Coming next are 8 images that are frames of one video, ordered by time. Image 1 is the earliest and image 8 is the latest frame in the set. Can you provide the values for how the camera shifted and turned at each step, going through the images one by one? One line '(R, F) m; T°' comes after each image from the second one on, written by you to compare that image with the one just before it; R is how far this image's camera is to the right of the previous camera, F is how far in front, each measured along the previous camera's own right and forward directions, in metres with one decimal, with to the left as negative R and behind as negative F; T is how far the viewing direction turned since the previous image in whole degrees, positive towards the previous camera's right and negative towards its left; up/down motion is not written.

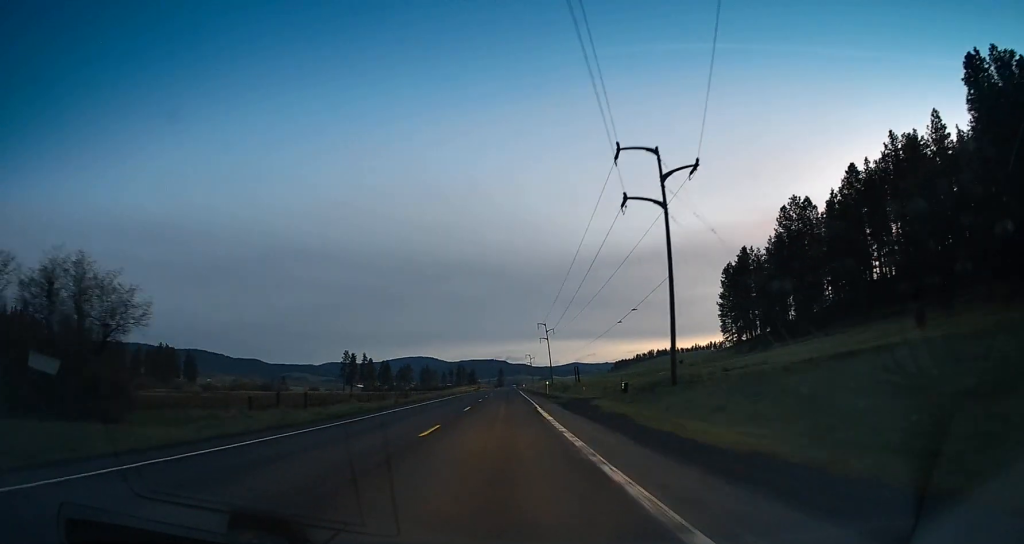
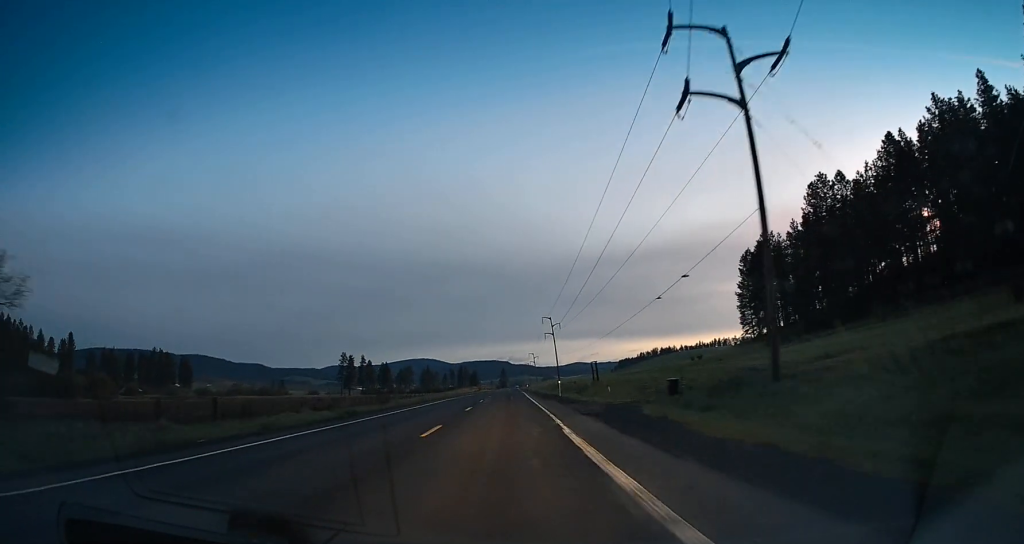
(-0.3, +15.1) m; -1°
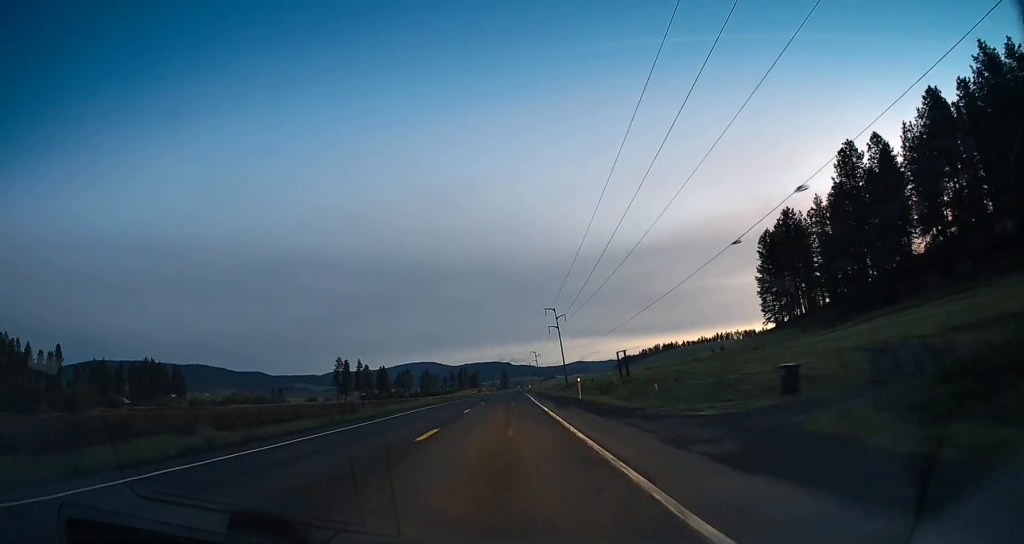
(+0.1, +16.0) m; -1°
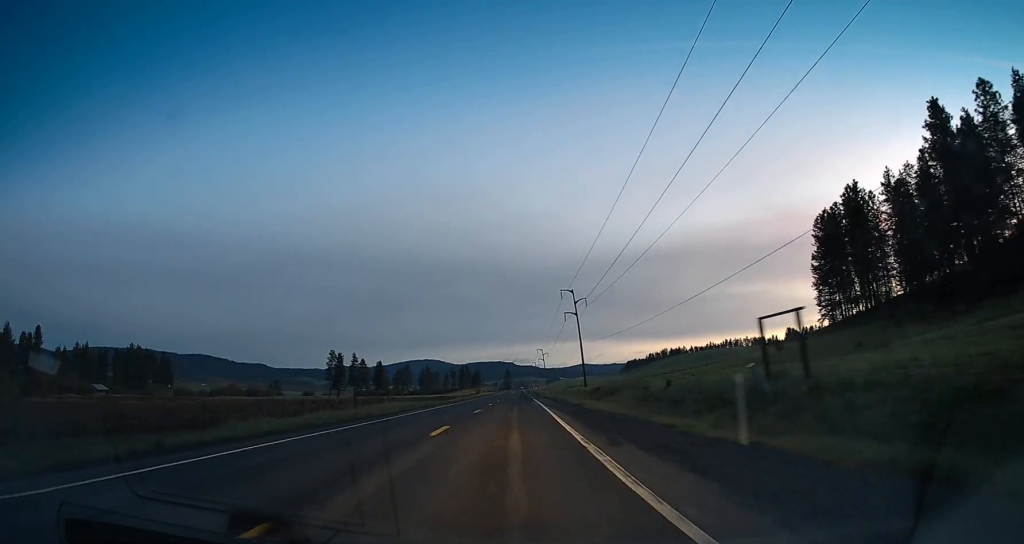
(-0.5, +28.4) m; -2°
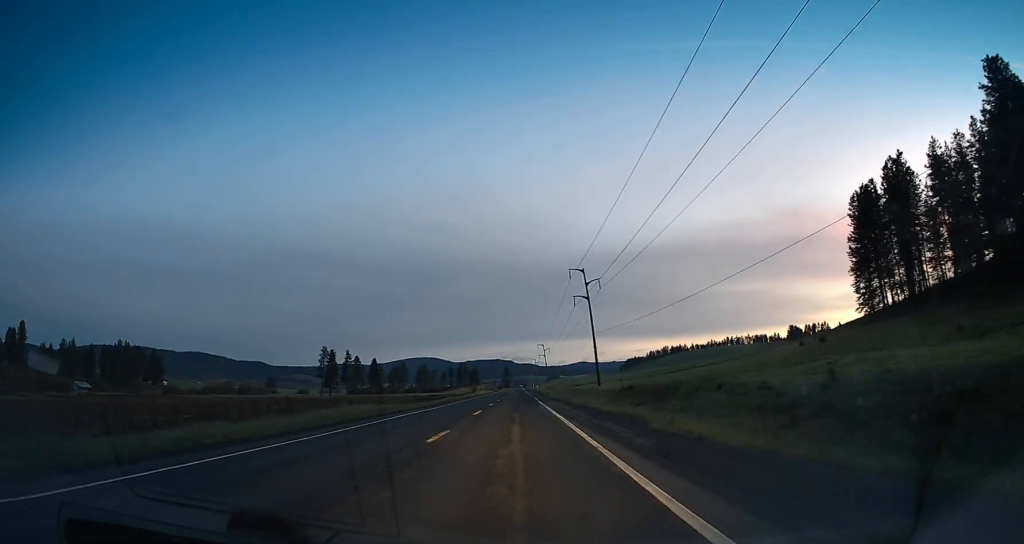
(-0.2, +16.9) m; 0°
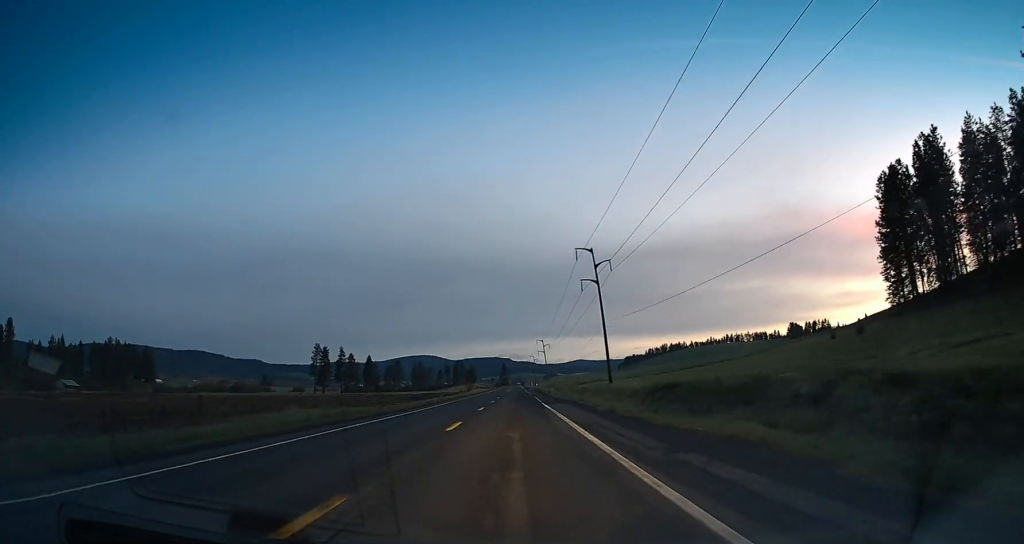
(-0.1, +11.6) m; 0°
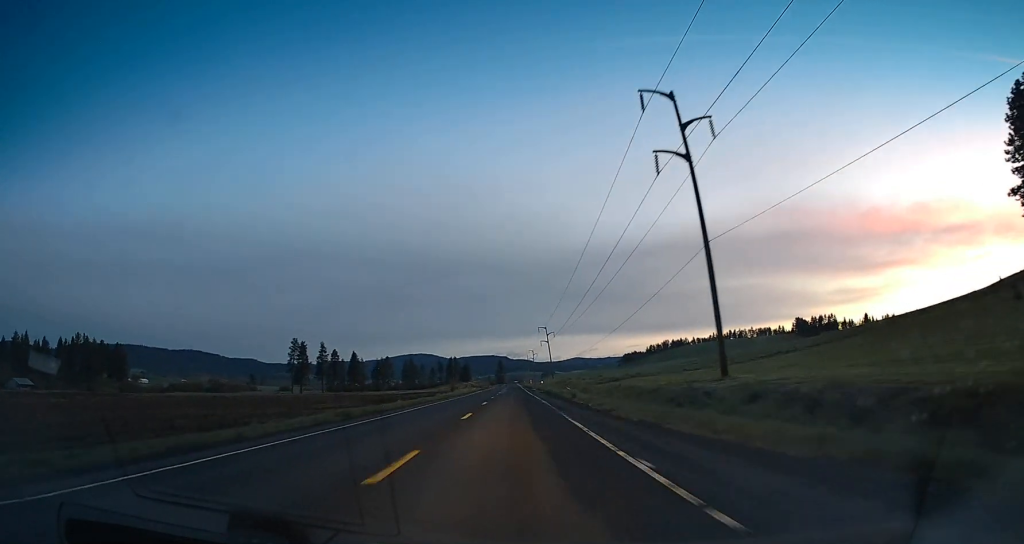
(+0.4, +40.0) m; +1°
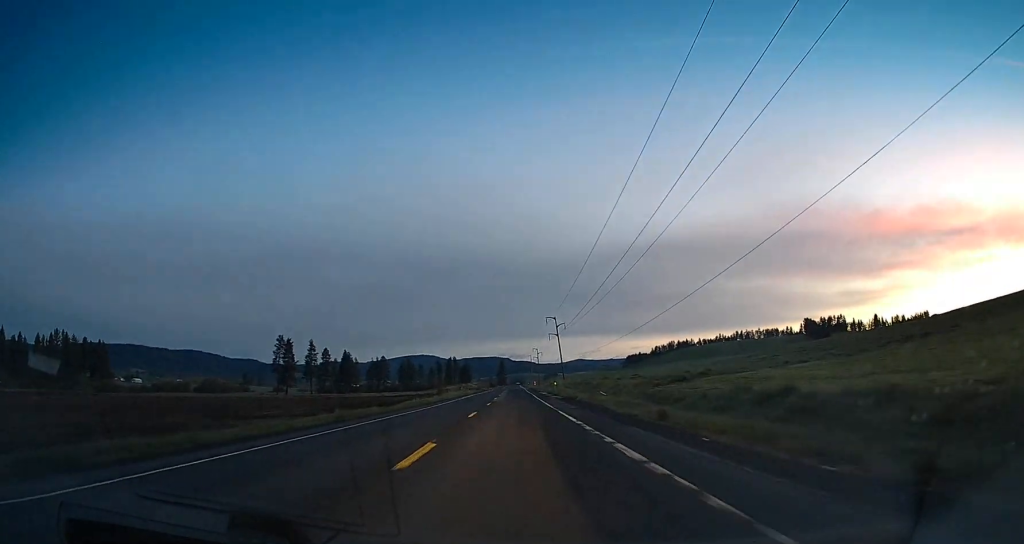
(+0.3, +28.4) m; +1°
